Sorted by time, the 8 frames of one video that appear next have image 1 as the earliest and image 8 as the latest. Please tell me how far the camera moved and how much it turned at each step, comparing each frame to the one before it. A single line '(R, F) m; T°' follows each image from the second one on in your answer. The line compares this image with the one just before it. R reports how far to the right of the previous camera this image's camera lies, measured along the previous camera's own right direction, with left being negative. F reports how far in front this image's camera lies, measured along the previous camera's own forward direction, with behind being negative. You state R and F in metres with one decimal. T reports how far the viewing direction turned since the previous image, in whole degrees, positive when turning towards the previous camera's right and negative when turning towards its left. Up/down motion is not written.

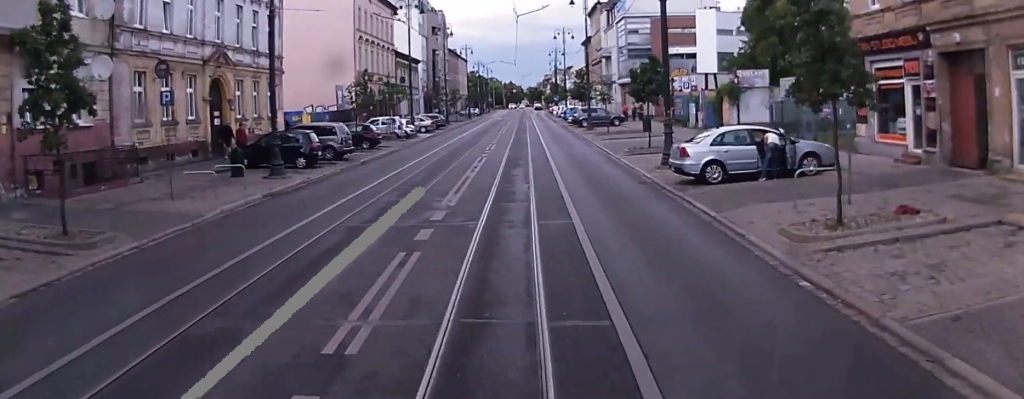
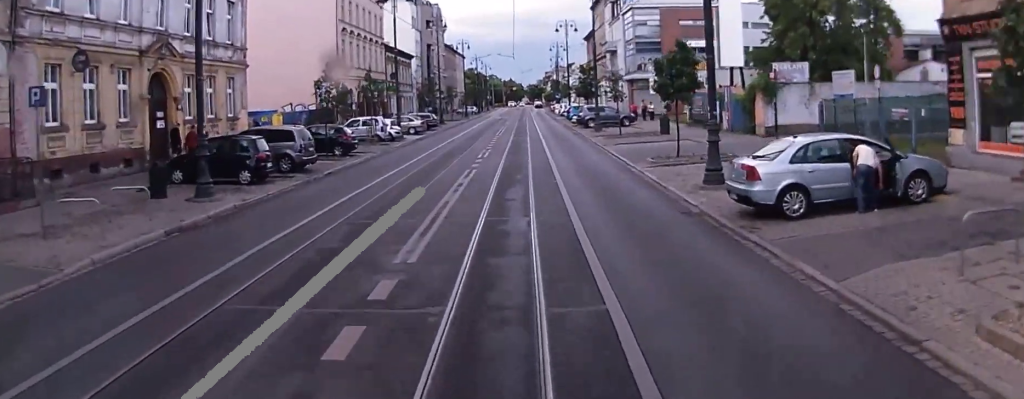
(0.0, +5.9) m; 0°
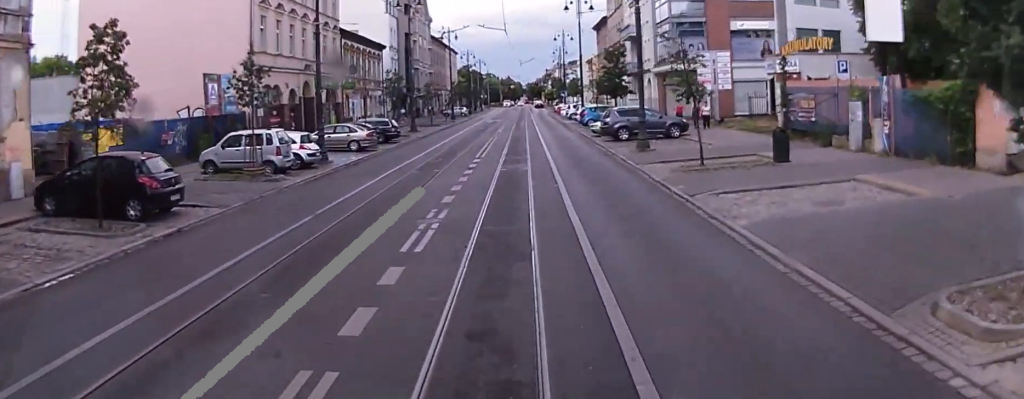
(0.0, +18.6) m; 0°
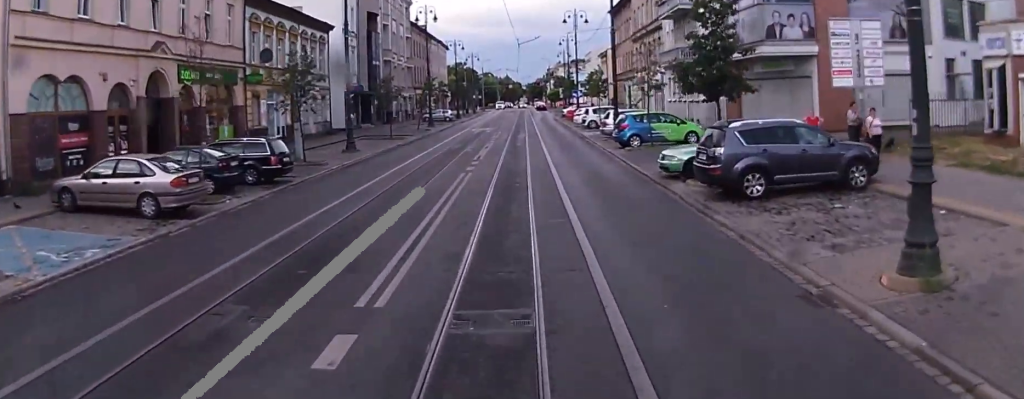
(-1.0, +21.0) m; -3°
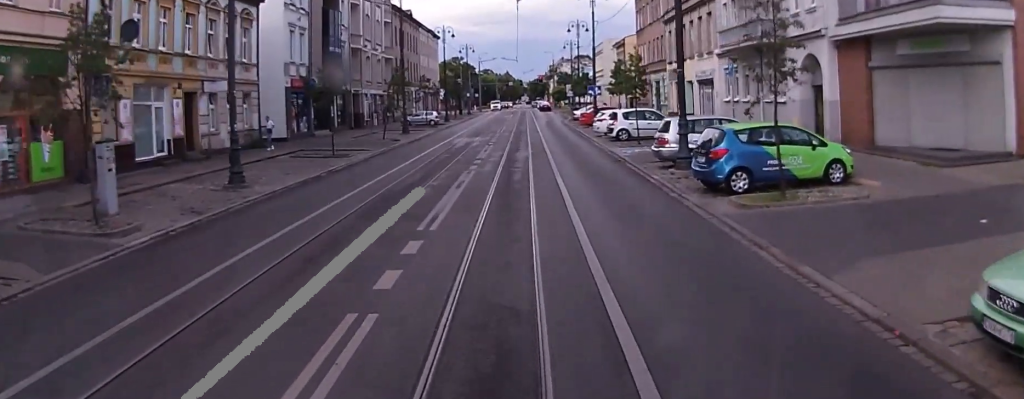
(+0.3, +15.5) m; 0°
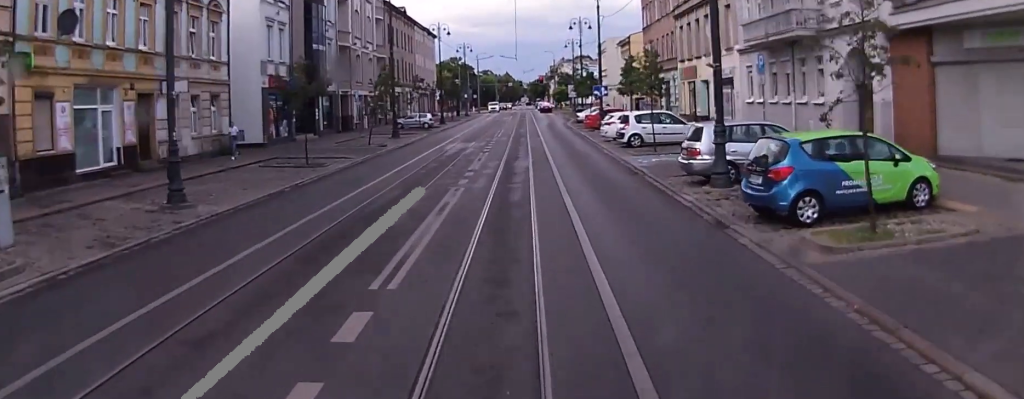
(-0.2, +4.2) m; 0°
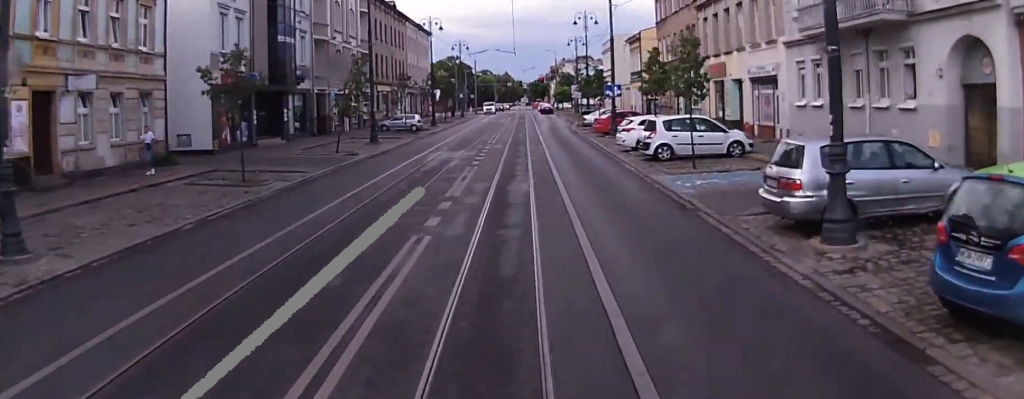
(+0.2, +6.9) m; +1°
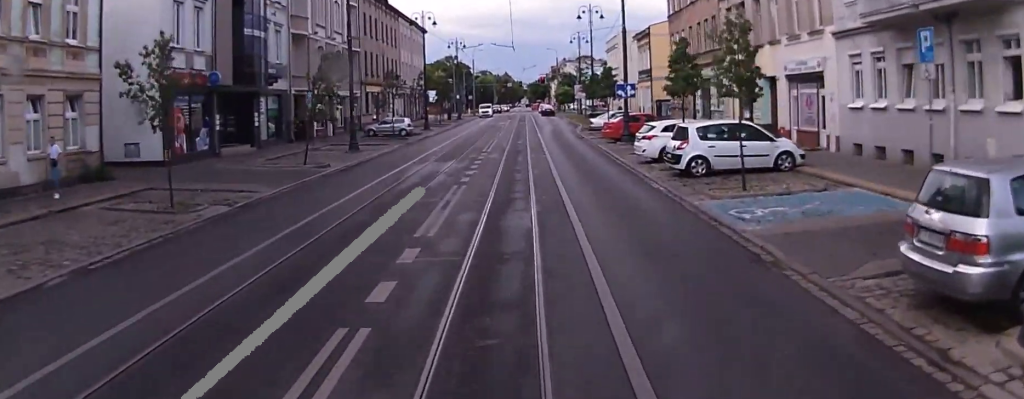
(+0.1, +5.2) m; +2°
